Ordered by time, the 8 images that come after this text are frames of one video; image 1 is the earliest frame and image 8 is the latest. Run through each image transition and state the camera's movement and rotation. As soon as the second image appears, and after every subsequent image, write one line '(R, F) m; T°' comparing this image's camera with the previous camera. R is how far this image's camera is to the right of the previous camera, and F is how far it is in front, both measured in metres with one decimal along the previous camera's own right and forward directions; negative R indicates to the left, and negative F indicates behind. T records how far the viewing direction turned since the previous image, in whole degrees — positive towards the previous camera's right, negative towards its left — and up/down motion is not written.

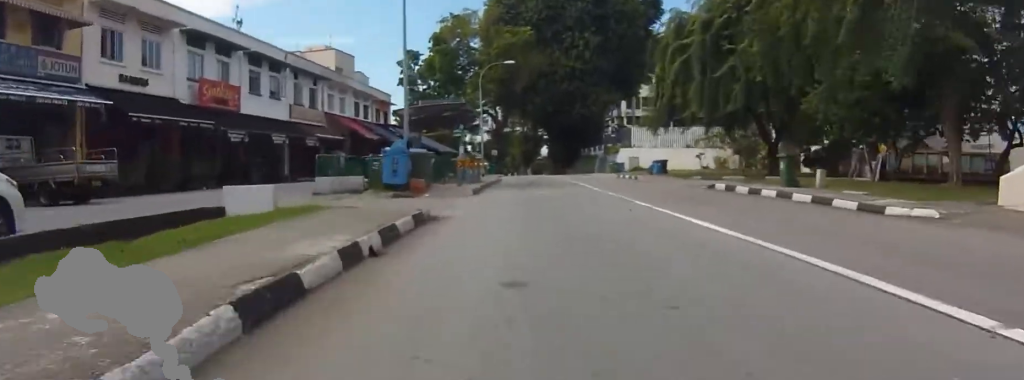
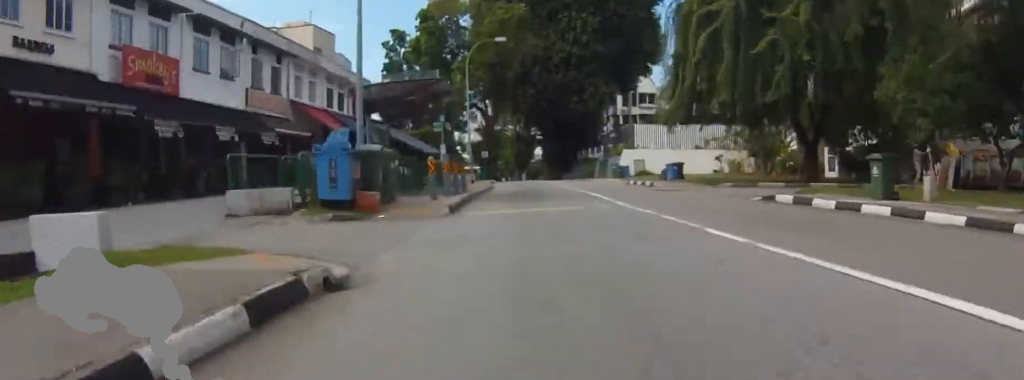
(+0.1, +5.4) m; +1°
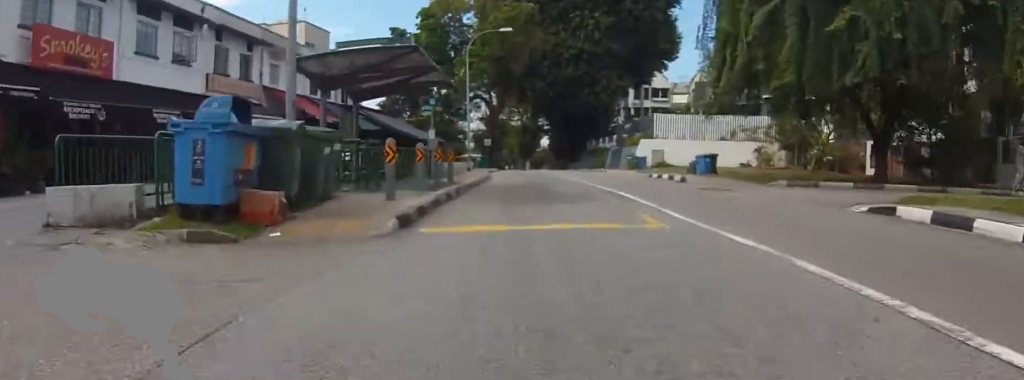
(+0.3, +5.3) m; 0°
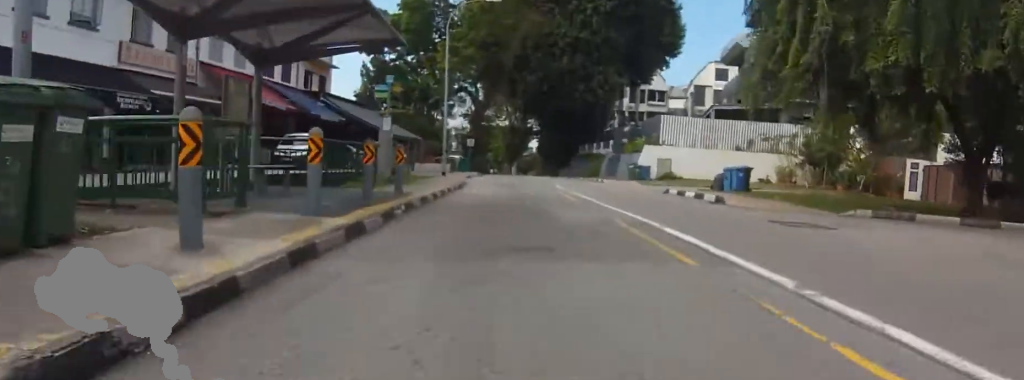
(-0.3, +6.3) m; -2°
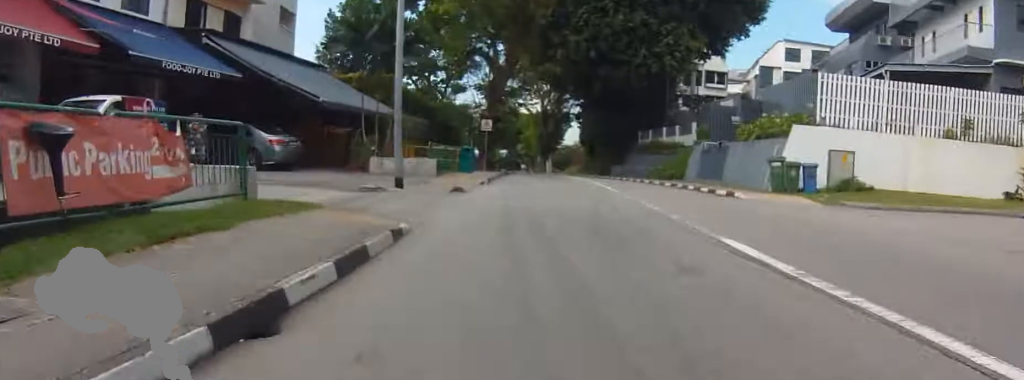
(+2.7, +18.7) m; +11°
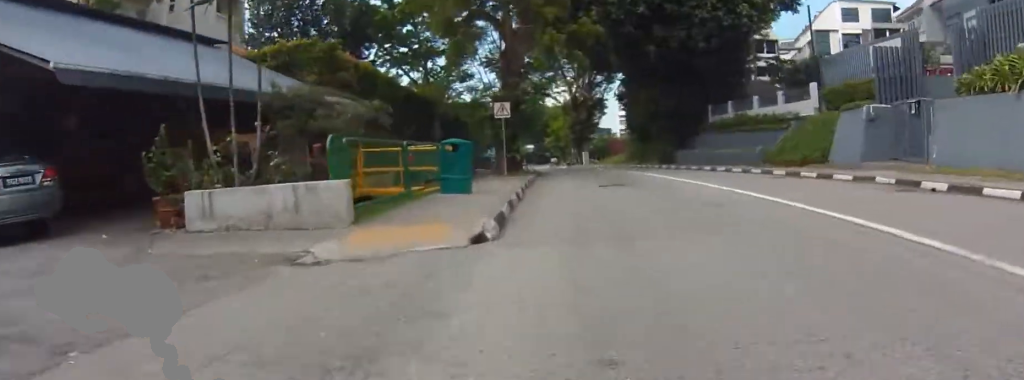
(-2.2, +14.0) m; -10°
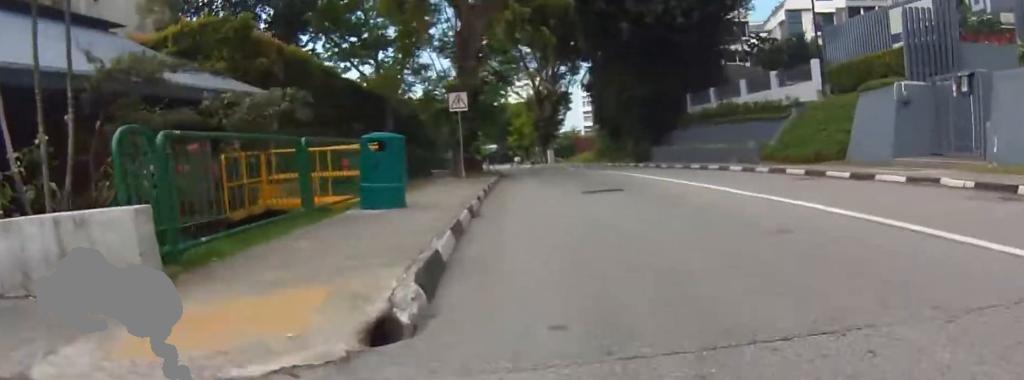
(-0.1, +3.9) m; +3°
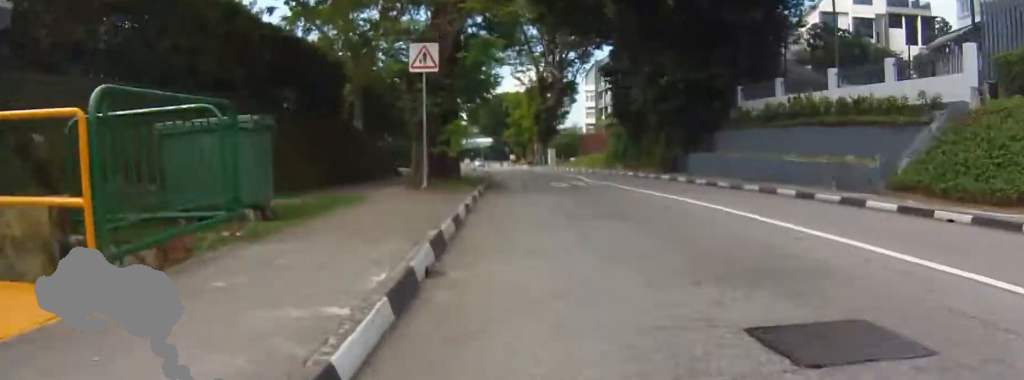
(+0.8, +9.0) m; +3°
